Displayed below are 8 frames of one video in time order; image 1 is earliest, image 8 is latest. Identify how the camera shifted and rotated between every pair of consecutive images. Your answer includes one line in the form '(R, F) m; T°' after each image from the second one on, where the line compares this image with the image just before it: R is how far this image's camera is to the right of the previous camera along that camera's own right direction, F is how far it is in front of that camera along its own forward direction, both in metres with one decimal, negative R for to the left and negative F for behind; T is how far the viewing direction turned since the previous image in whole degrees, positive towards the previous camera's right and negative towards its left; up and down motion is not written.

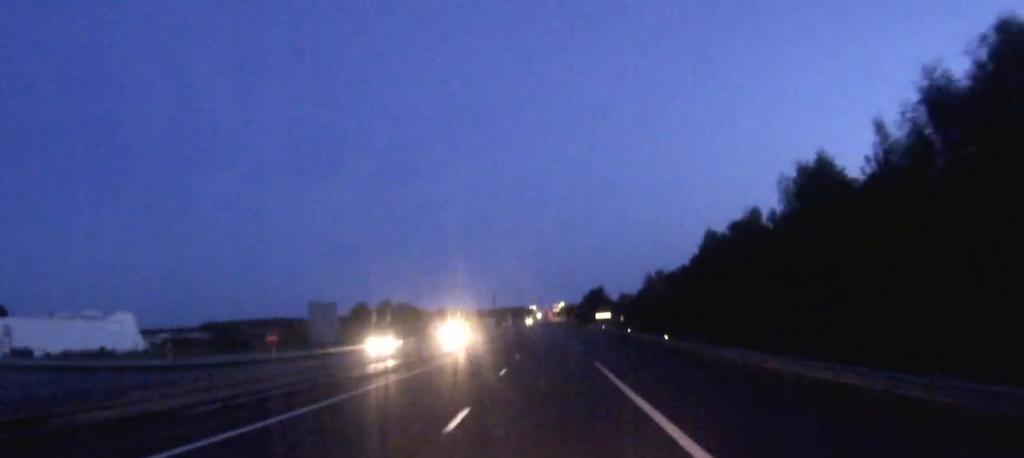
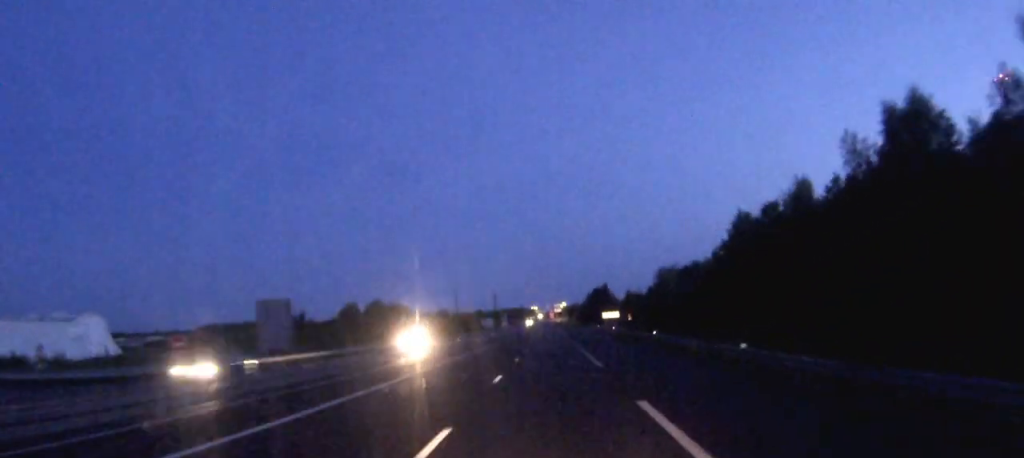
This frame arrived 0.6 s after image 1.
(0.0, +16.1) m; 0°
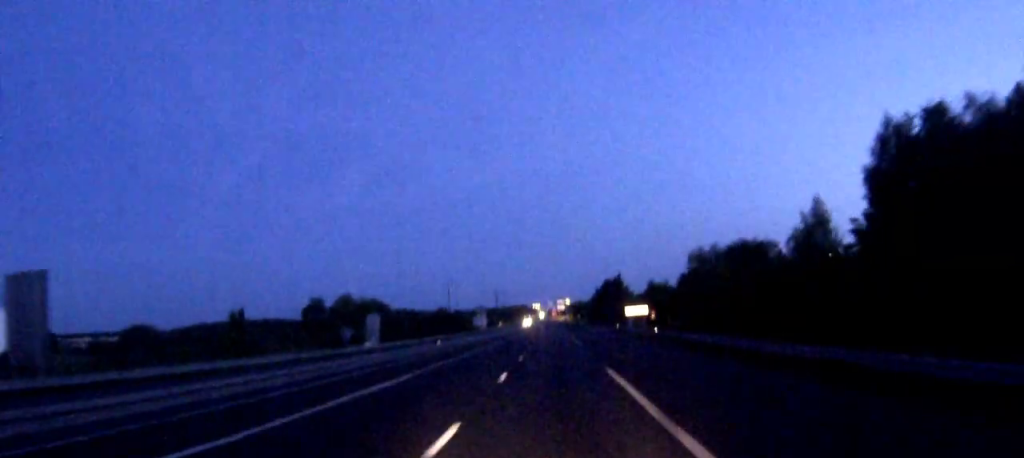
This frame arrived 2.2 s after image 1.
(-0.2, +38.5) m; -1°
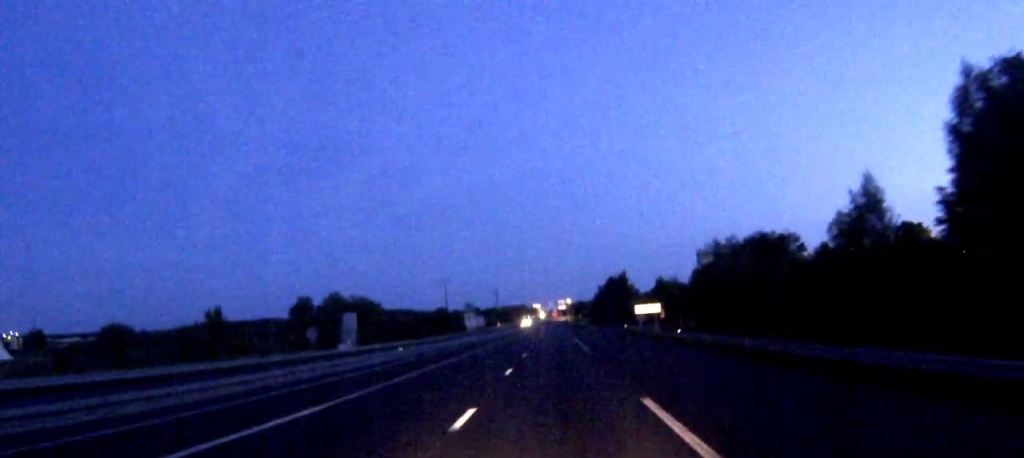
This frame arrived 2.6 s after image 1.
(0.0, +10.8) m; 0°
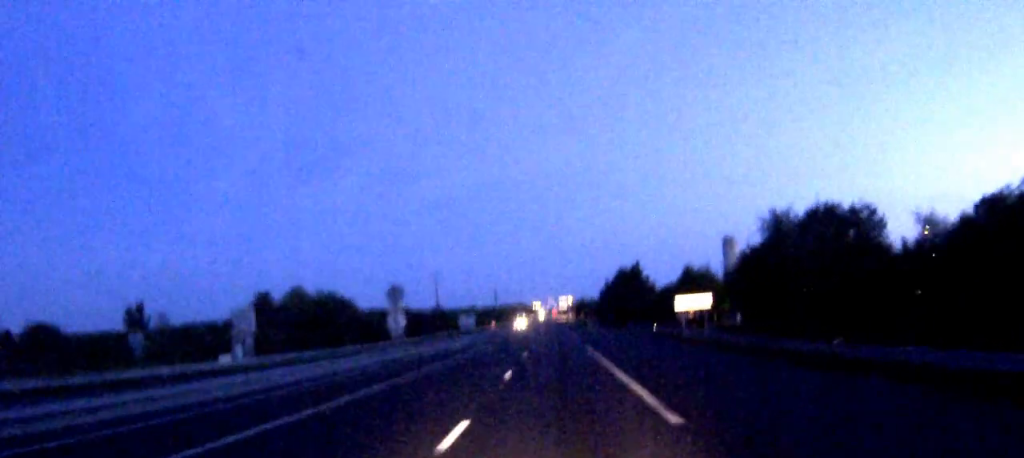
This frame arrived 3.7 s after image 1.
(-0.1, +28.2) m; 0°
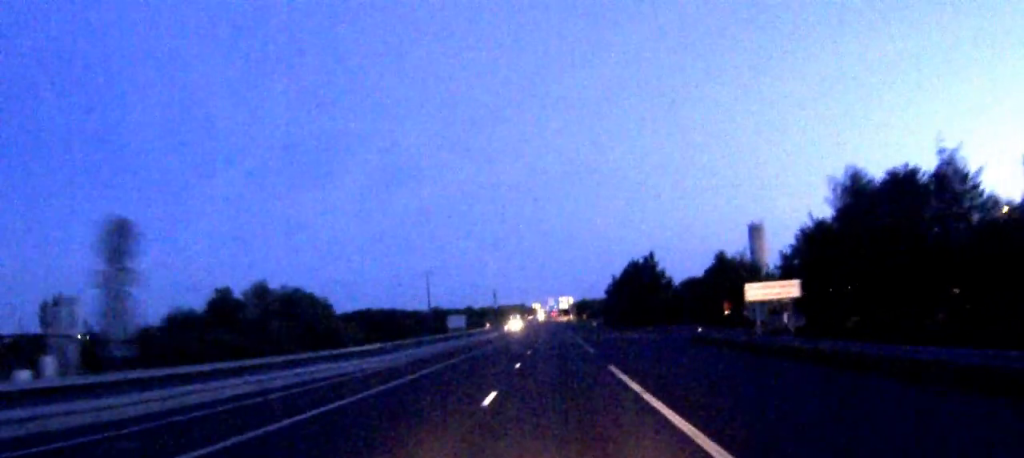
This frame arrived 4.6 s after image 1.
(0.0, +21.7) m; 0°
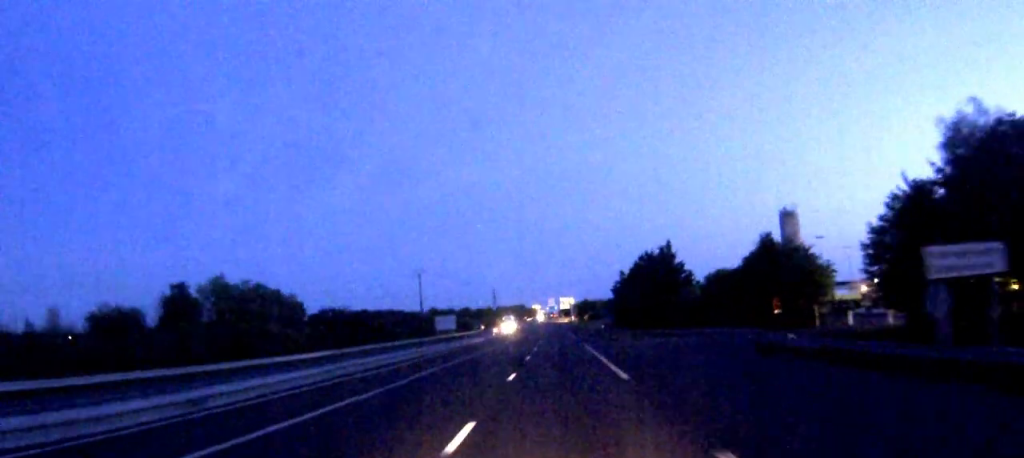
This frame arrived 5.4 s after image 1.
(+0.1, +19.2) m; 0°
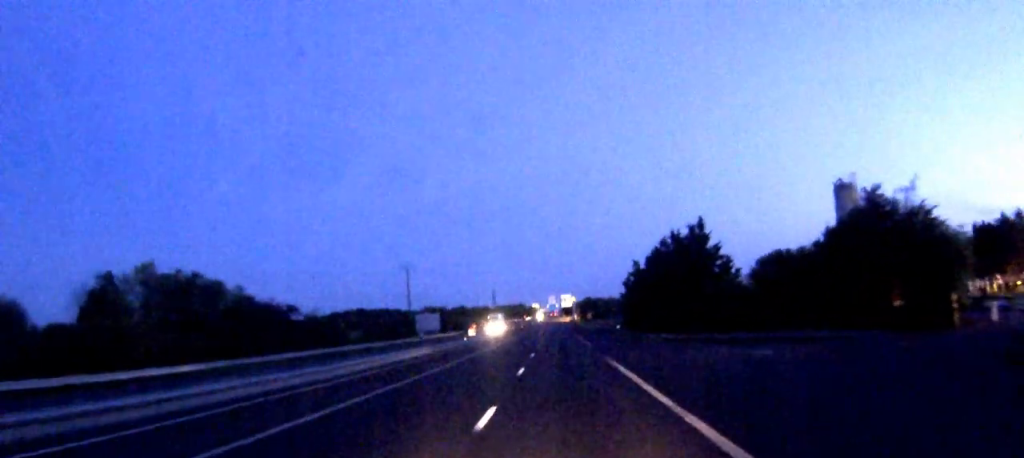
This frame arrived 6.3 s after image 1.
(0.0, +24.2) m; 0°
